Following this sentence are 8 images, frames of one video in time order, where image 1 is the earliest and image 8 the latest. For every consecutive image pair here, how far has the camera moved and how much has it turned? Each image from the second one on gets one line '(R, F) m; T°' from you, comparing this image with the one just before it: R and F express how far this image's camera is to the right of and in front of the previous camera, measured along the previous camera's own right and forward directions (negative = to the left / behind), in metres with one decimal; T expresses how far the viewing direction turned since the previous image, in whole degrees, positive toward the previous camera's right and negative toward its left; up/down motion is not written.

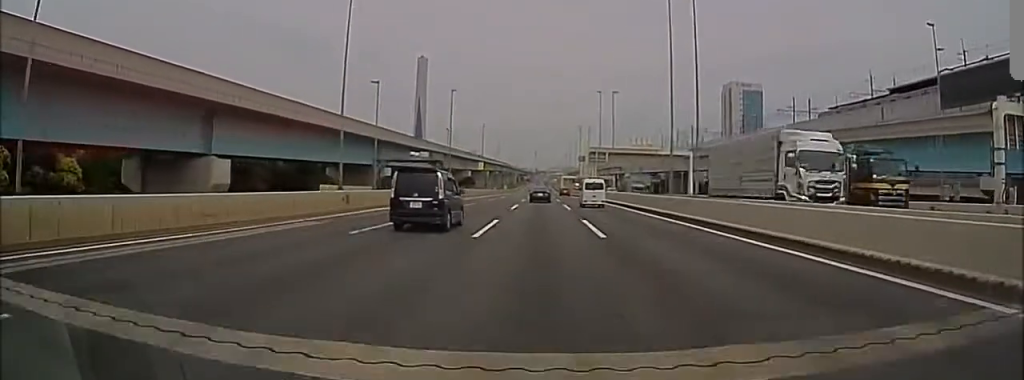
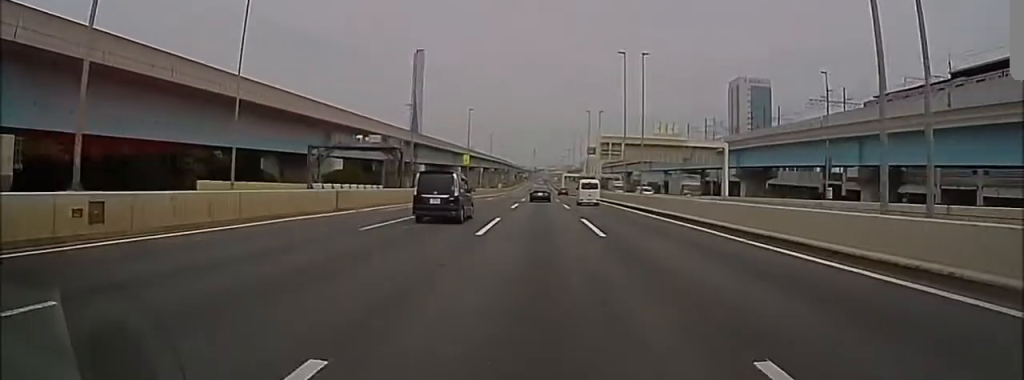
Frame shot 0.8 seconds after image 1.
(0.0, +19.6) m; 0°
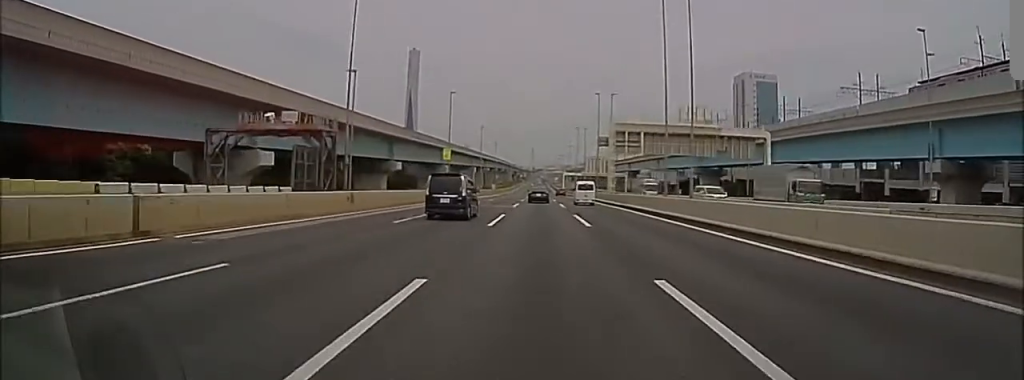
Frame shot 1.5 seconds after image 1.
(+0.1, +16.4) m; 0°
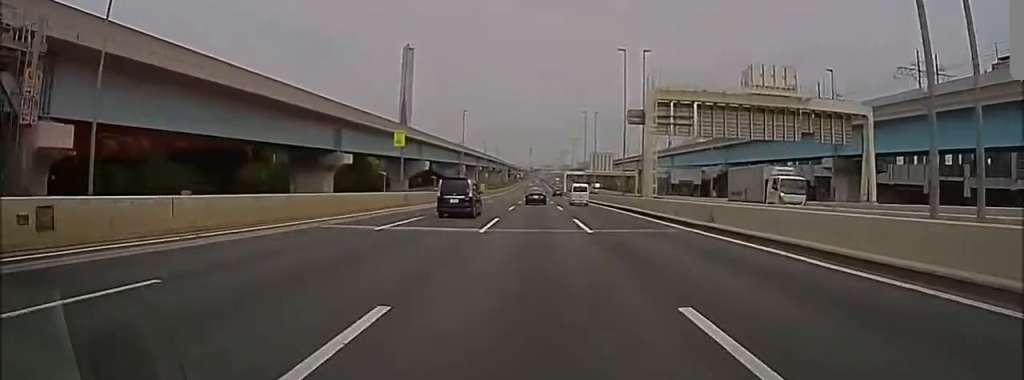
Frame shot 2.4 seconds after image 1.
(-0.1, +22.1) m; 0°
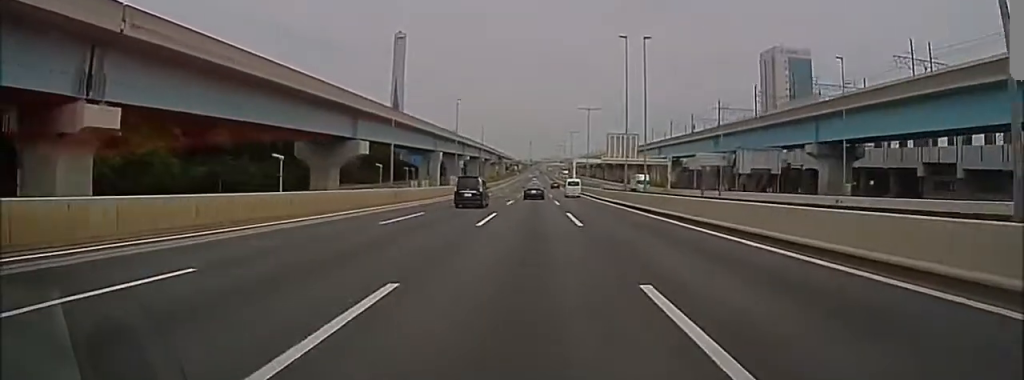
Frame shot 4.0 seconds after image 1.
(+0.2, +39.1) m; 0°
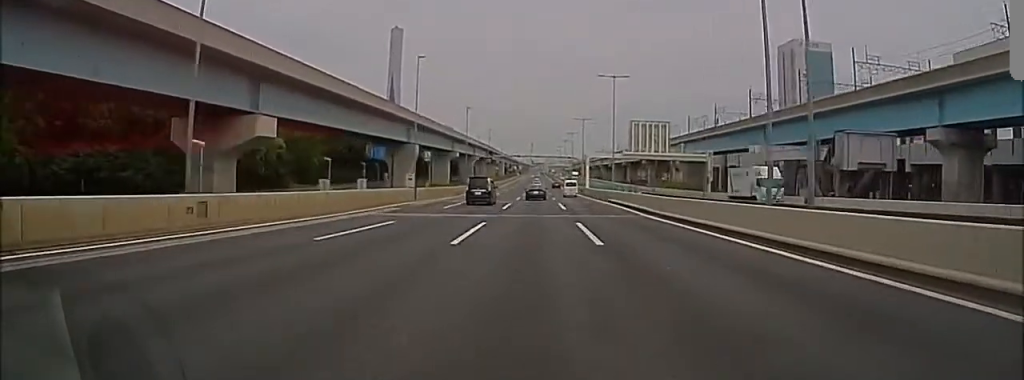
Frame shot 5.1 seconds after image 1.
(-0.1, +27.0) m; 0°
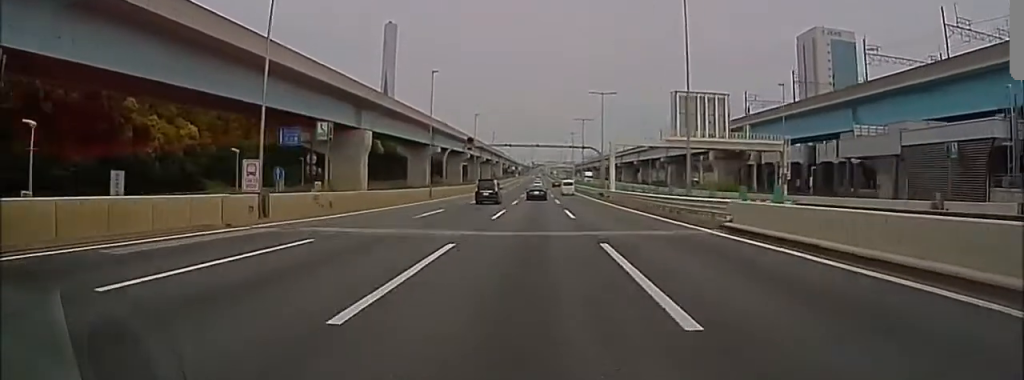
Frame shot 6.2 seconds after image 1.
(0.0, +28.8) m; 0°
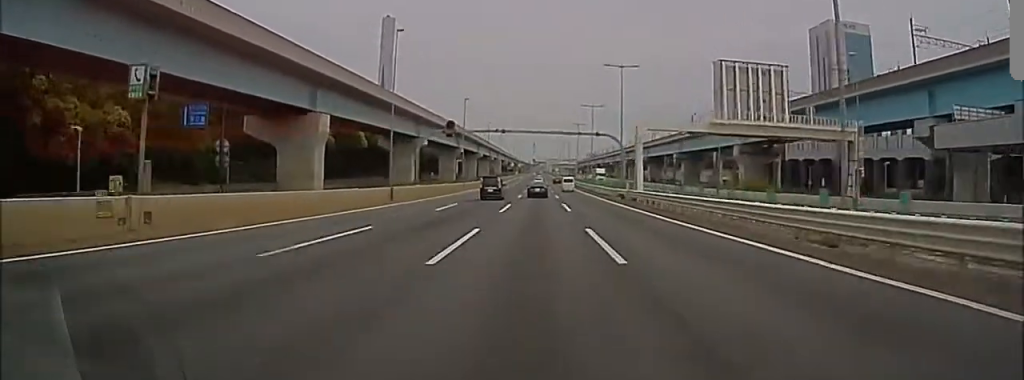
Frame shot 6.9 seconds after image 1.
(0.0, +15.7) m; 0°
